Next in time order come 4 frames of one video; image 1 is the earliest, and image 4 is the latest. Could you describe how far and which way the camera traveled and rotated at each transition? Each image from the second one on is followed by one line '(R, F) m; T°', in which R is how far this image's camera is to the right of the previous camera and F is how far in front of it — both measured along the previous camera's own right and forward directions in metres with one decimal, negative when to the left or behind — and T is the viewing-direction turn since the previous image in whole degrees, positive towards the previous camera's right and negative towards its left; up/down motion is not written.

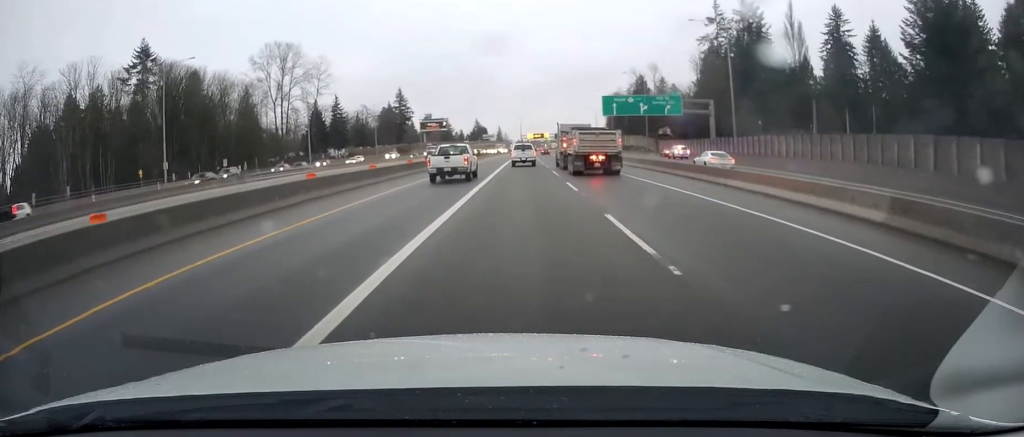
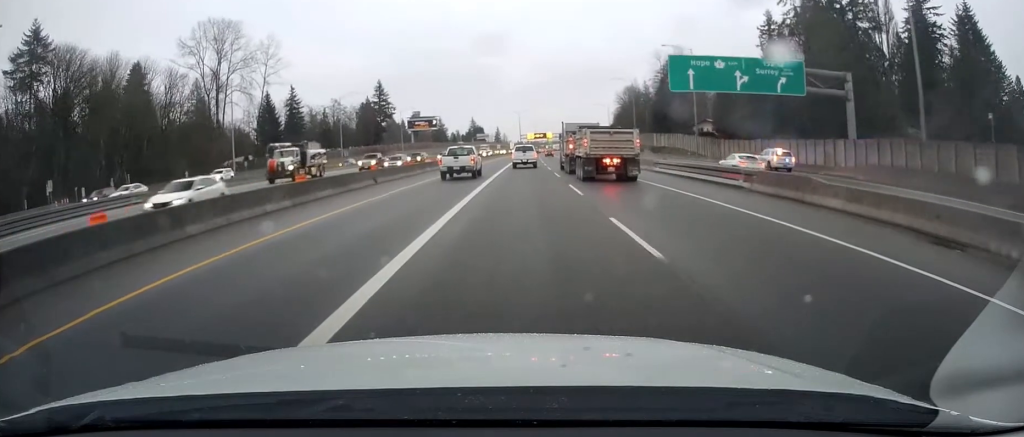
(-0.4, +39.3) m; 0°
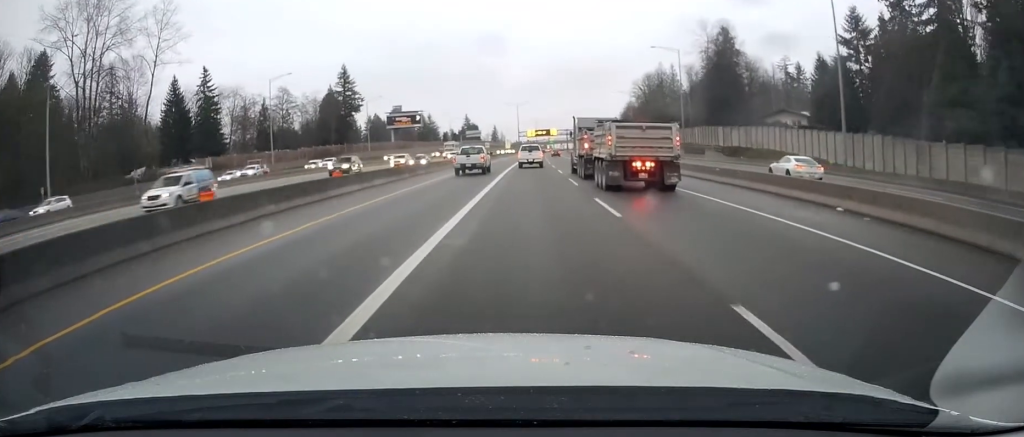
(+0.4, +46.9) m; 0°
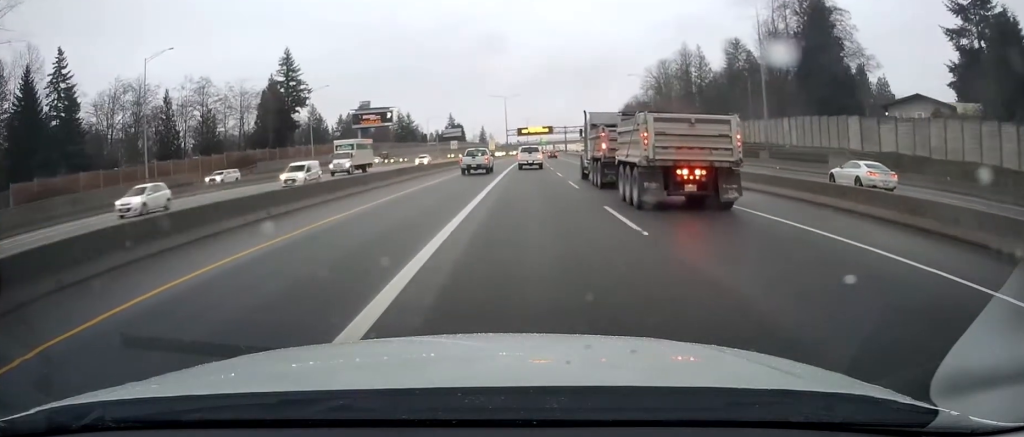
(+0.4, +40.8) m; 0°
